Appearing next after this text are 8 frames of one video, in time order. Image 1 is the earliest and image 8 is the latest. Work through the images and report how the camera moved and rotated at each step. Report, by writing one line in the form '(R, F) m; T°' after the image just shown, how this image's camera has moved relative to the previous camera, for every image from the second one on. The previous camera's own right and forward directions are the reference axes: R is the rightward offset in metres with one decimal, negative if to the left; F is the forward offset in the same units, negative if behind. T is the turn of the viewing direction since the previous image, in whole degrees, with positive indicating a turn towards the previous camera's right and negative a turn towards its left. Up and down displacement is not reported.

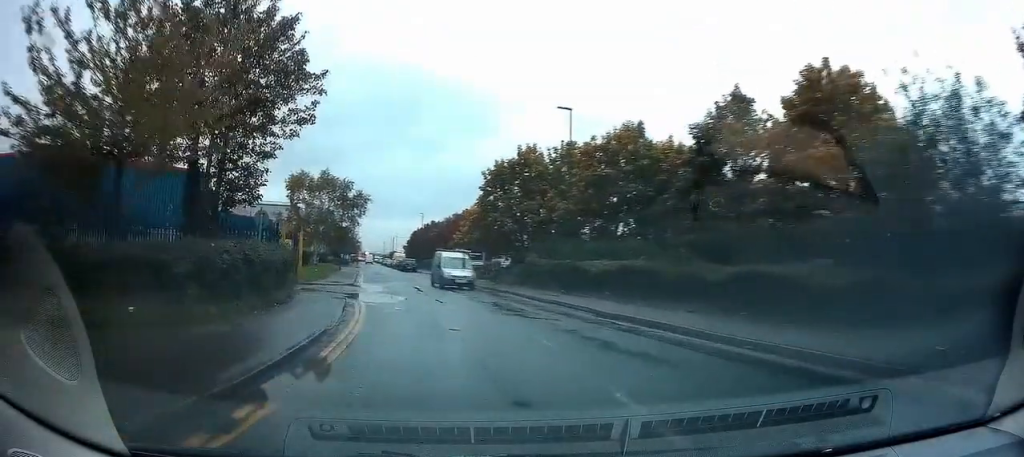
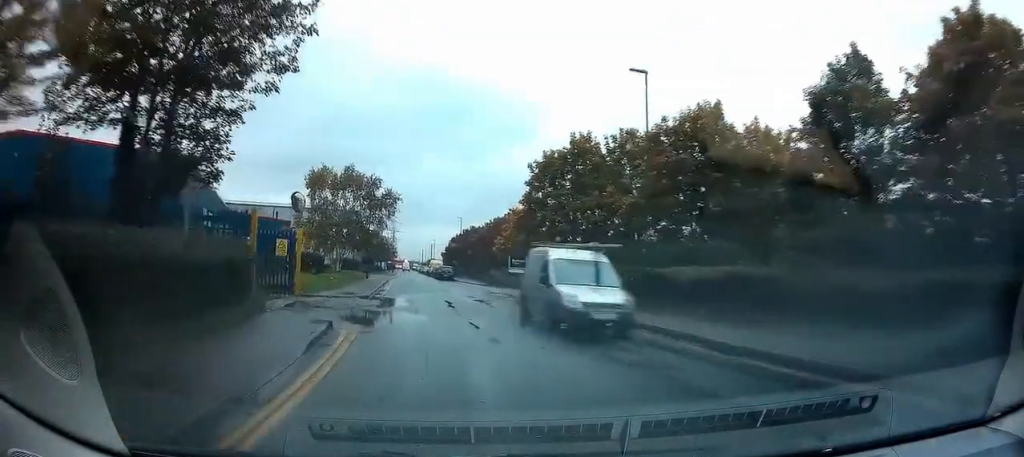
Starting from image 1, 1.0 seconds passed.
(-0.3, +6.6) m; -5°
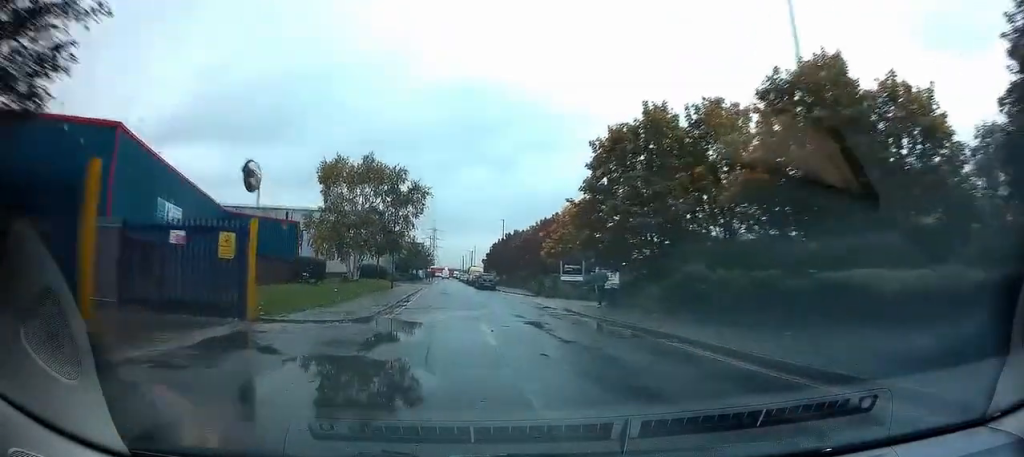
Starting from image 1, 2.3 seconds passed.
(-0.4, +8.2) m; -6°
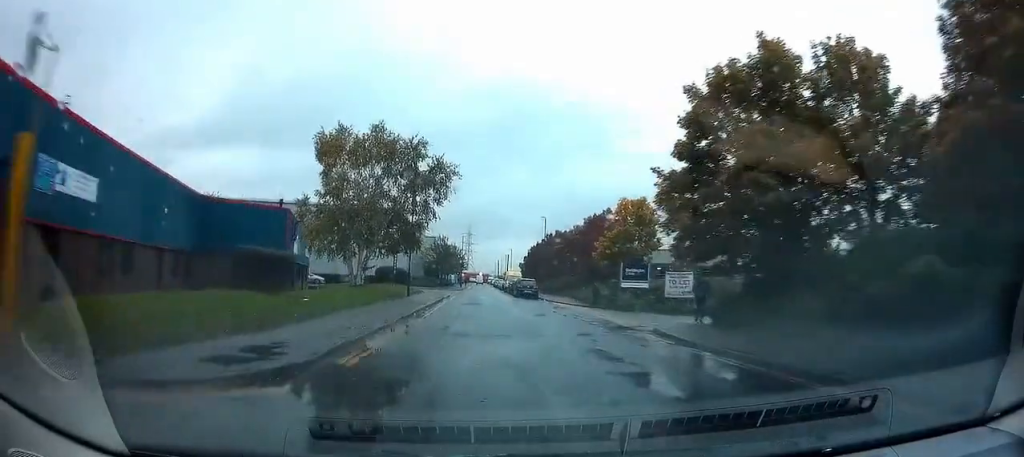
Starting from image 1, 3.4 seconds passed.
(-0.3, +8.2) m; -3°
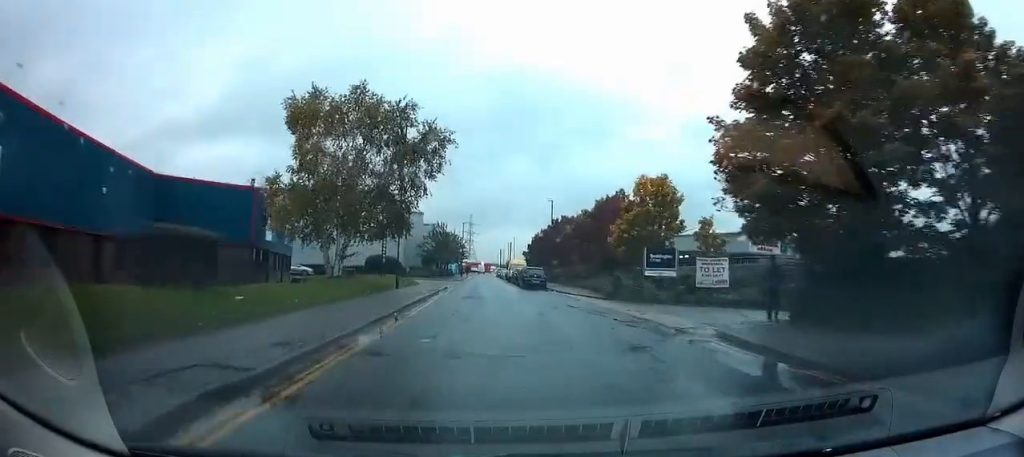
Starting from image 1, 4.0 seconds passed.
(0.0, +4.7) m; -1°
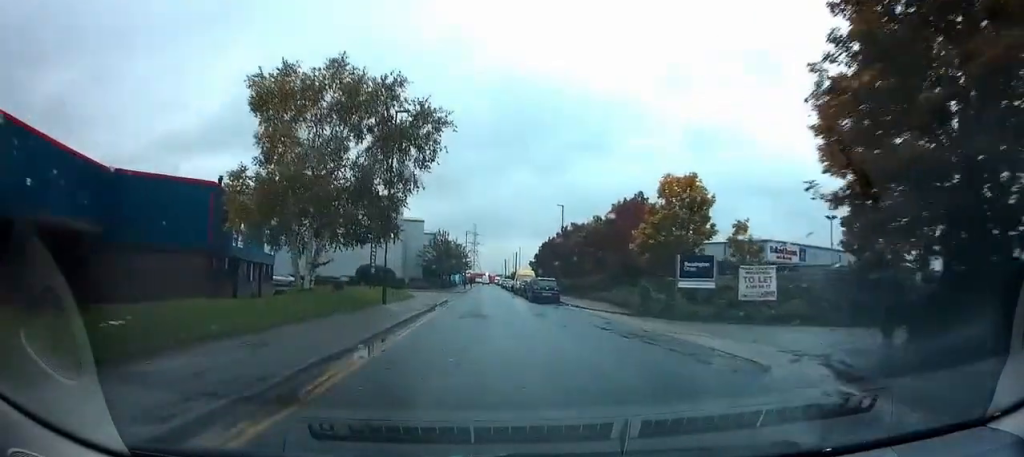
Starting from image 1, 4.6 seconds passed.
(0.0, +4.5) m; -1°
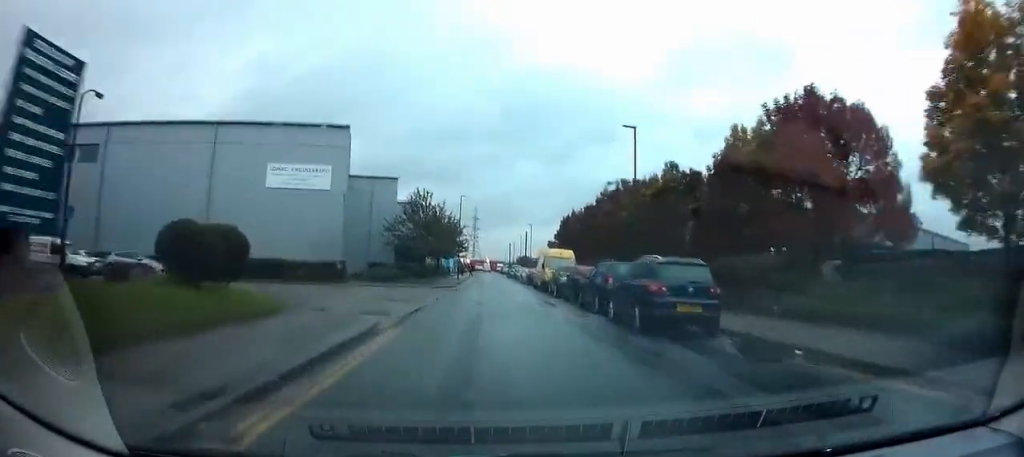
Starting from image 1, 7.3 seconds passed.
(-0.1, +25.2) m; +1°
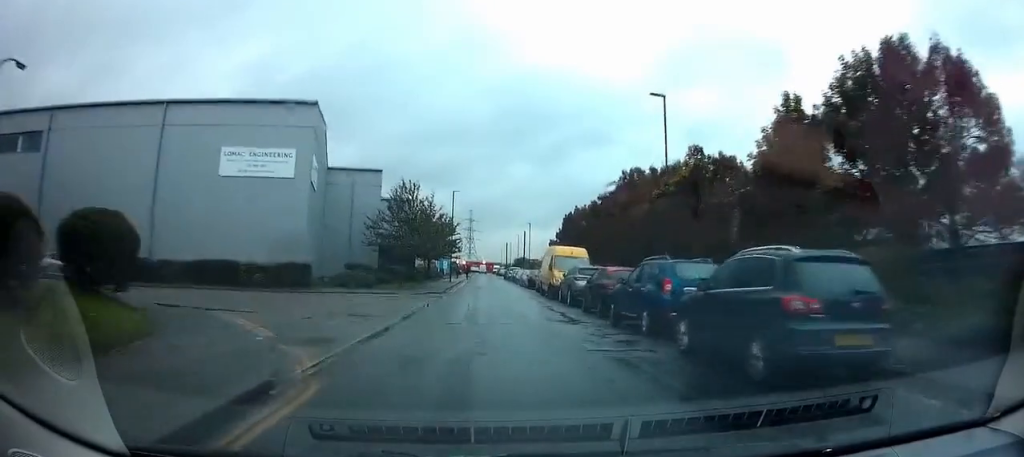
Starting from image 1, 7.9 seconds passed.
(0.0, +5.7) m; 0°
